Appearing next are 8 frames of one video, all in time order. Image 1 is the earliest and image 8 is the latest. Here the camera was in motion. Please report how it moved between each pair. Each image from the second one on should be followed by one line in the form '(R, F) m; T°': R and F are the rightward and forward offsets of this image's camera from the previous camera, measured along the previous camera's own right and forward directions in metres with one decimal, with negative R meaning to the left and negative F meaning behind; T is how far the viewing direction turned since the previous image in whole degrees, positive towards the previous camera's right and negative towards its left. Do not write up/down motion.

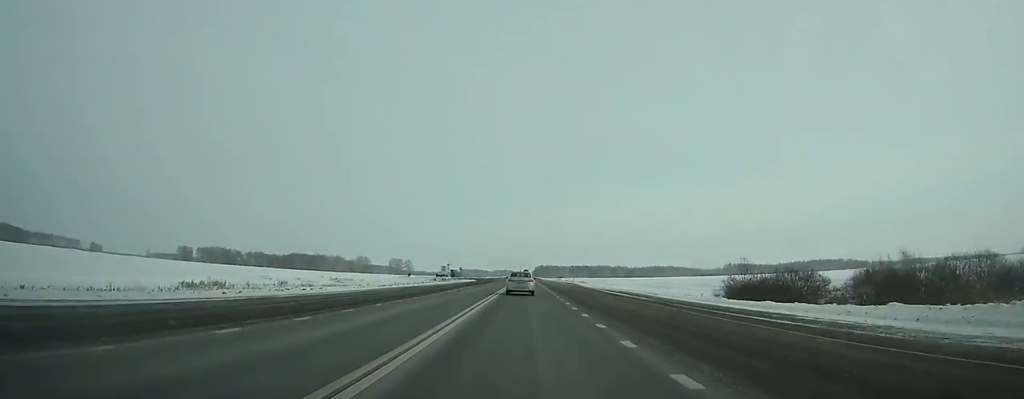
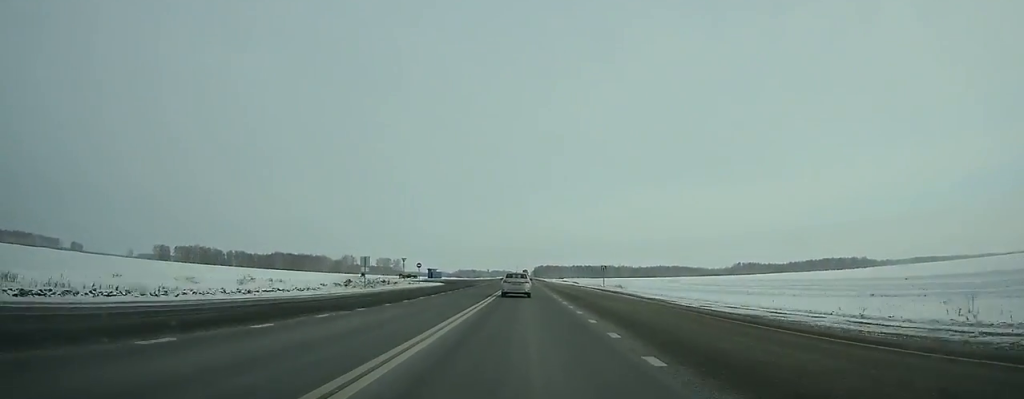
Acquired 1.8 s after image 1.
(+0.1, +50.1) m; 0°
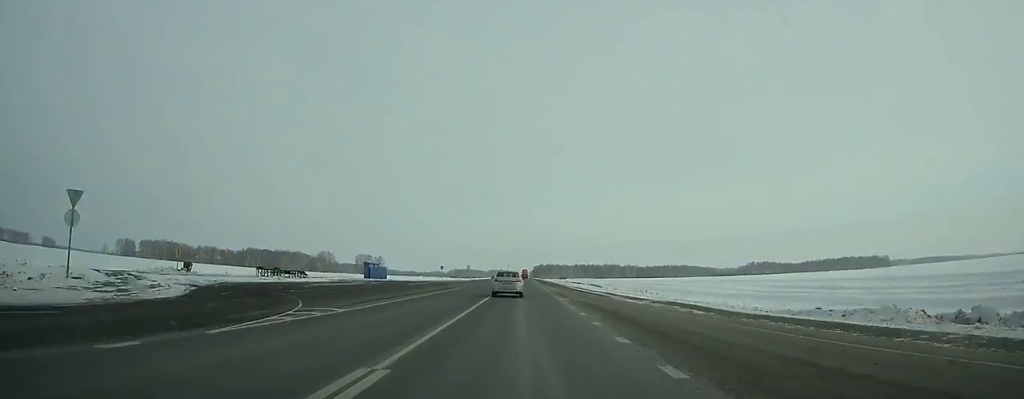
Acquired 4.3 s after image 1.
(-0.2, +68.3) m; 0°
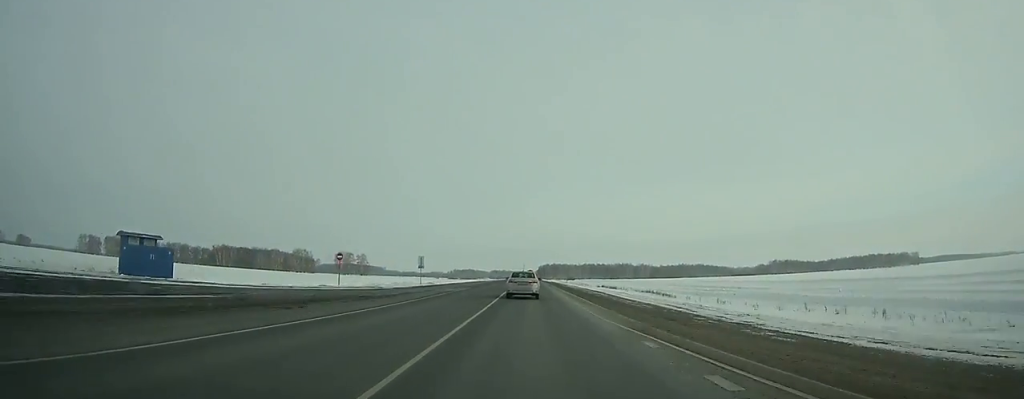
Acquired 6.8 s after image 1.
(+0.2, +67.1) m; 0°
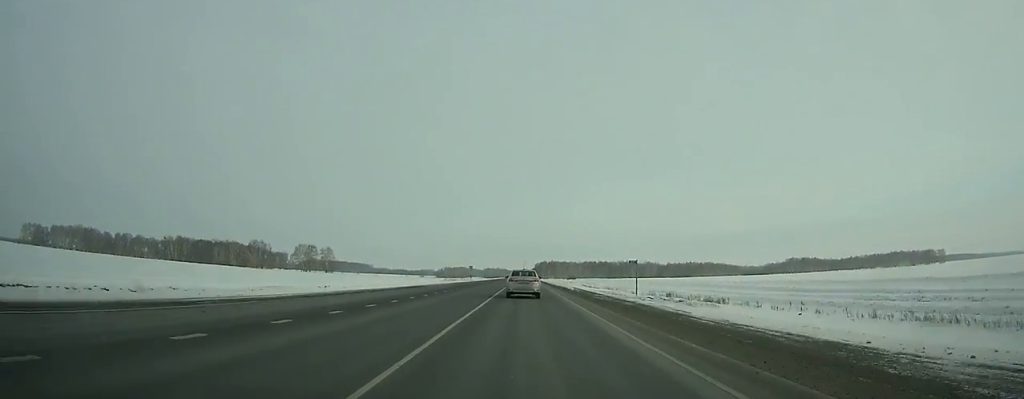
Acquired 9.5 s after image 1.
(+0.2, +71.6) m; 0°
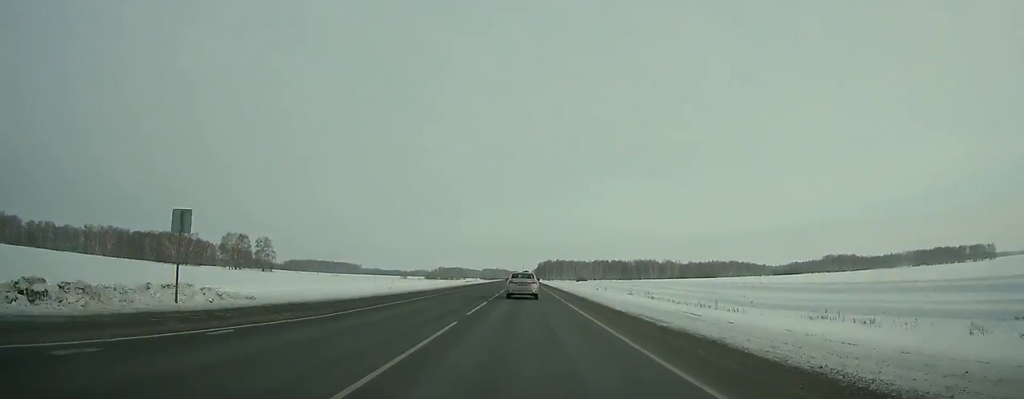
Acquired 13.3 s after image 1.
(+0.2, +100.1) m; 0°
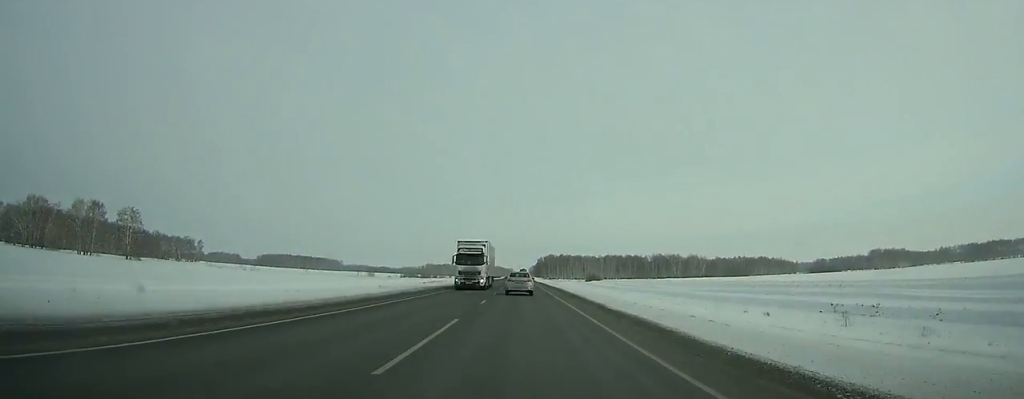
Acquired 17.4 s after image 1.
(-0.2, +108.8) m; 0°
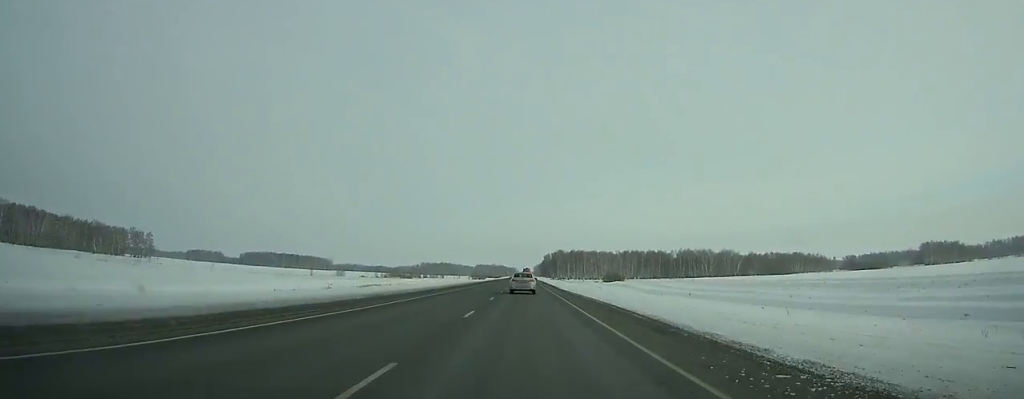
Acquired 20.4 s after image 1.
(-0.1, +81.1) m; 0°
